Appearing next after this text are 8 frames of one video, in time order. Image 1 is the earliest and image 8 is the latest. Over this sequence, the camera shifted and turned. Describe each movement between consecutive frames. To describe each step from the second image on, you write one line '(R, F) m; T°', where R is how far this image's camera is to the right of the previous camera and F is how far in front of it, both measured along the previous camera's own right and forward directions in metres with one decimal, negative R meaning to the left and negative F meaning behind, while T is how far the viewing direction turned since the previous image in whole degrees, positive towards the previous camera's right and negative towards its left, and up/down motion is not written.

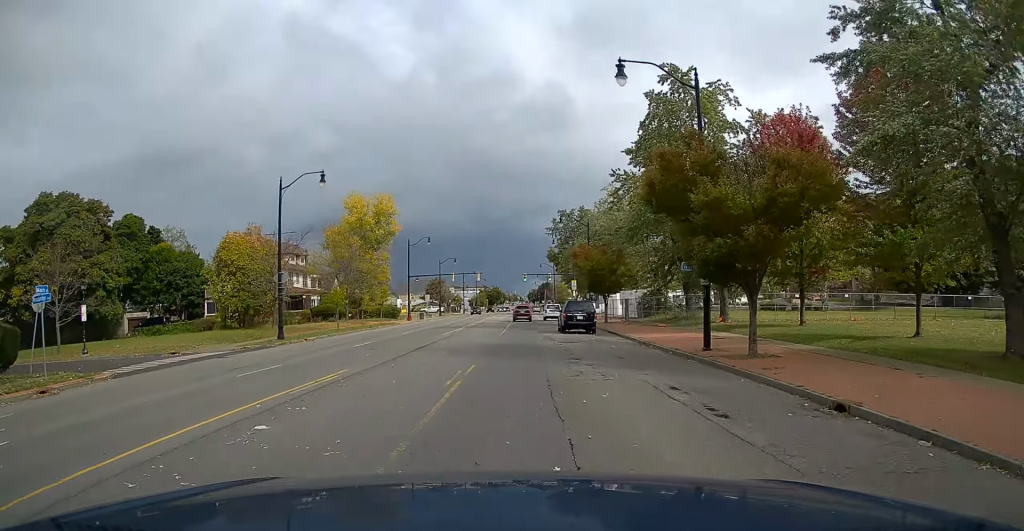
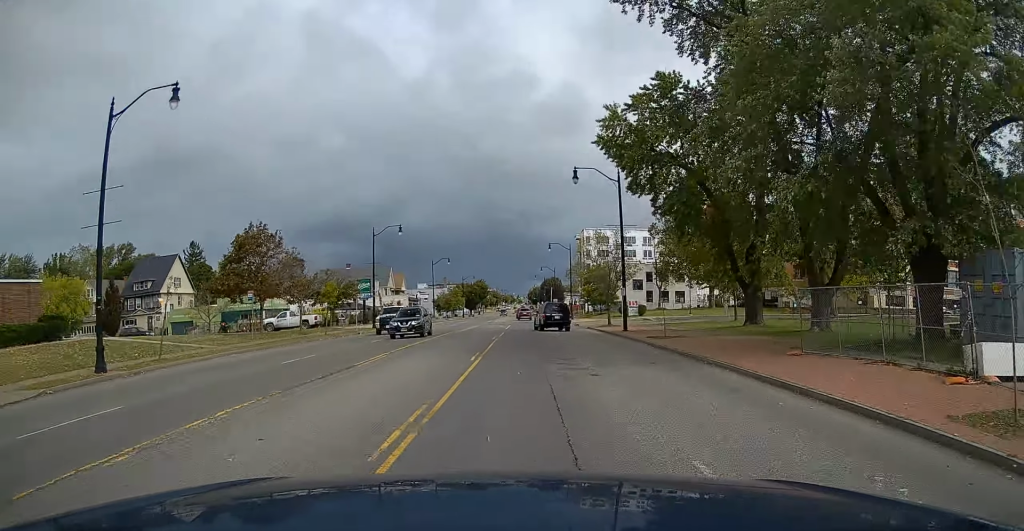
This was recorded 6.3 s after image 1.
(-0.7, +93.3) m; -1°
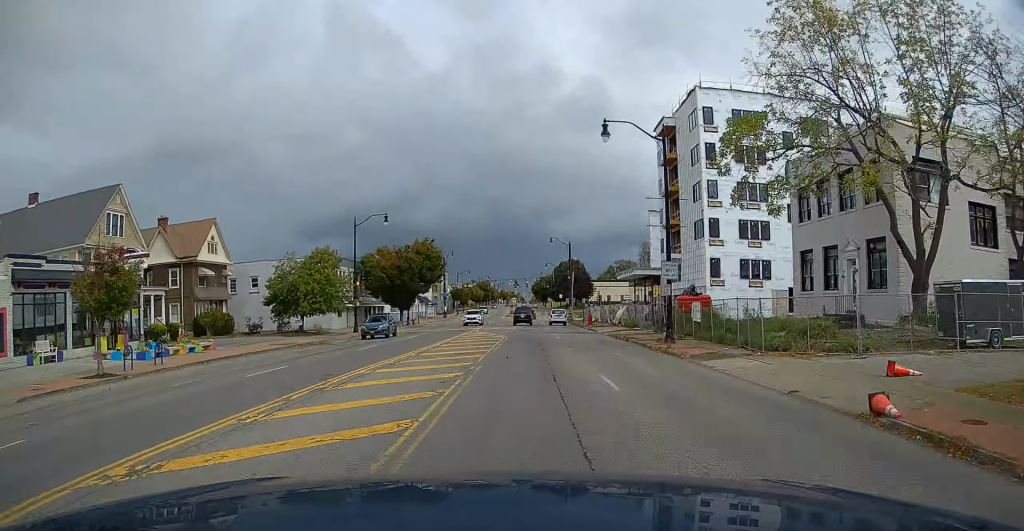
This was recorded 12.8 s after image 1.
(+0.4, +102.5) m; +1°
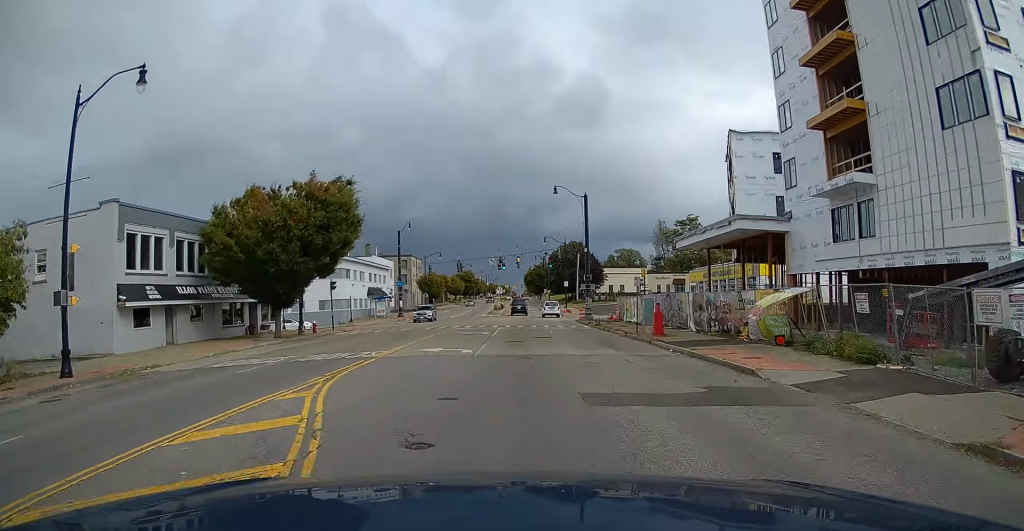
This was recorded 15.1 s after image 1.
(+0.2, +36.5) m; 0°
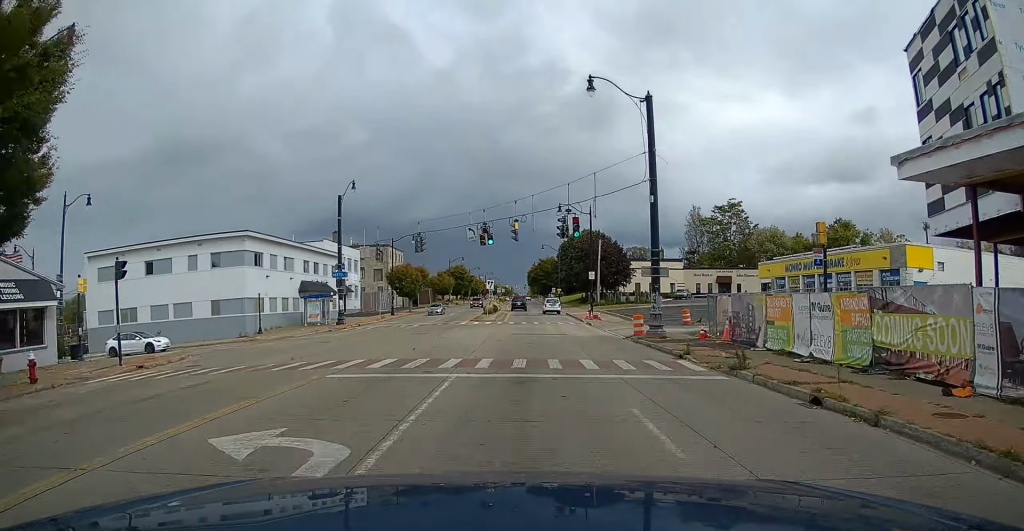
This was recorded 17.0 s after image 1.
(+0.1, +29.2) m; 0°
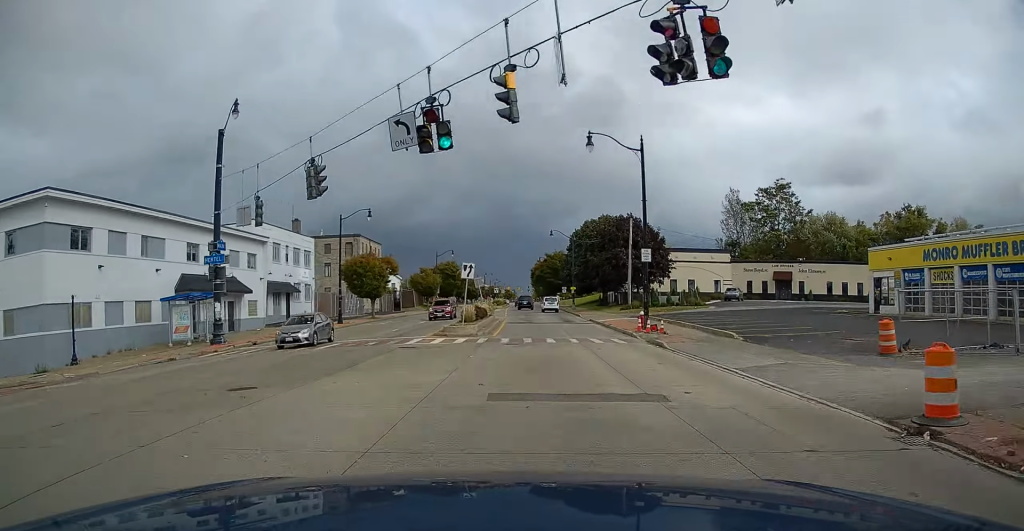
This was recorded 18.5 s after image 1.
(0.0, +24.3) m; 0°
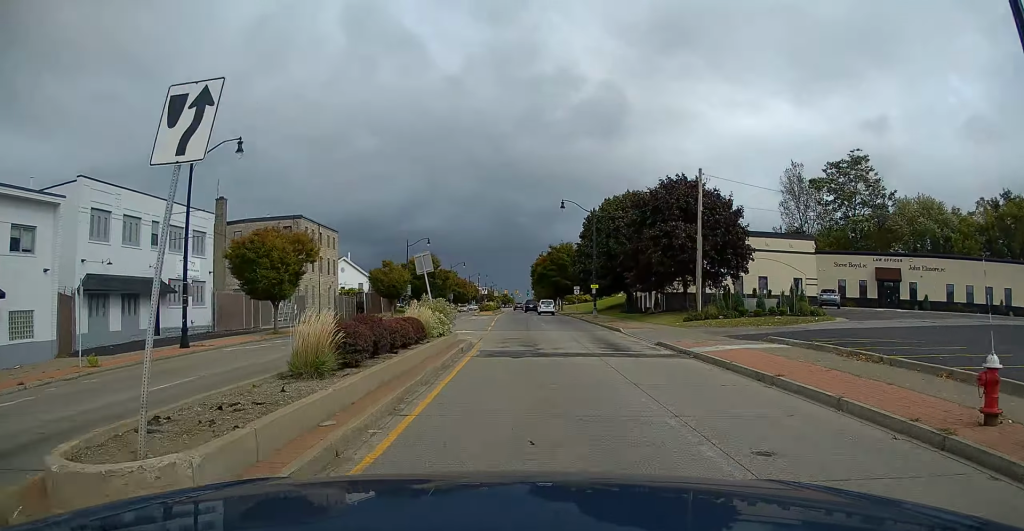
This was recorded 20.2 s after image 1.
(0.0, +26.4) m; 0°
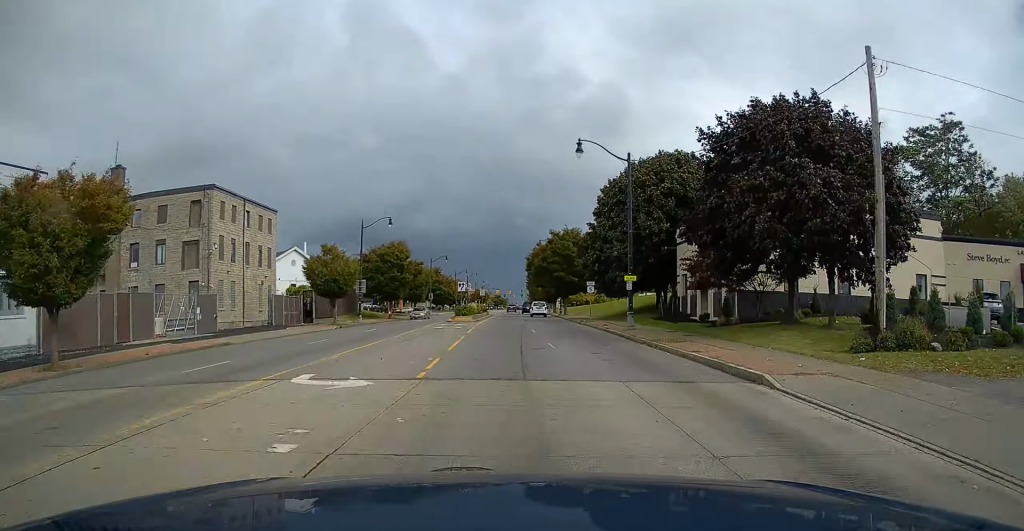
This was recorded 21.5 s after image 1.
(0.0, +20.9) m; 0°
